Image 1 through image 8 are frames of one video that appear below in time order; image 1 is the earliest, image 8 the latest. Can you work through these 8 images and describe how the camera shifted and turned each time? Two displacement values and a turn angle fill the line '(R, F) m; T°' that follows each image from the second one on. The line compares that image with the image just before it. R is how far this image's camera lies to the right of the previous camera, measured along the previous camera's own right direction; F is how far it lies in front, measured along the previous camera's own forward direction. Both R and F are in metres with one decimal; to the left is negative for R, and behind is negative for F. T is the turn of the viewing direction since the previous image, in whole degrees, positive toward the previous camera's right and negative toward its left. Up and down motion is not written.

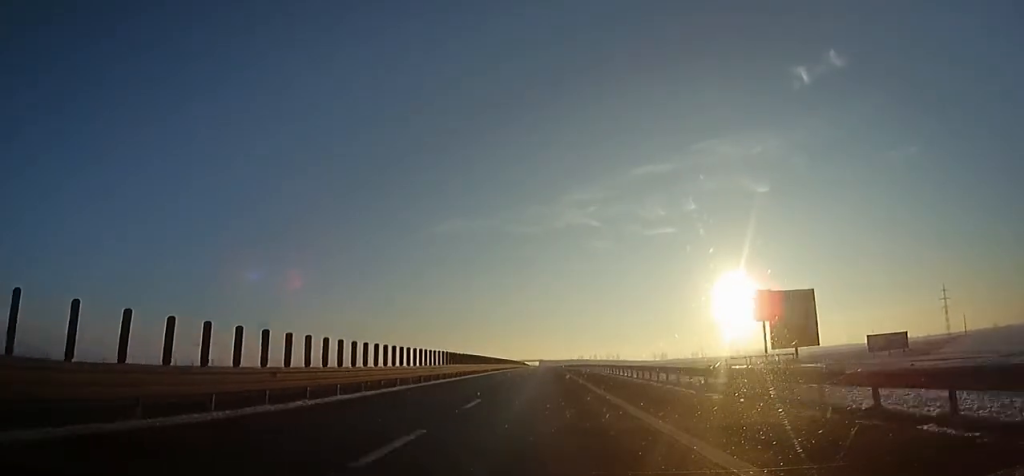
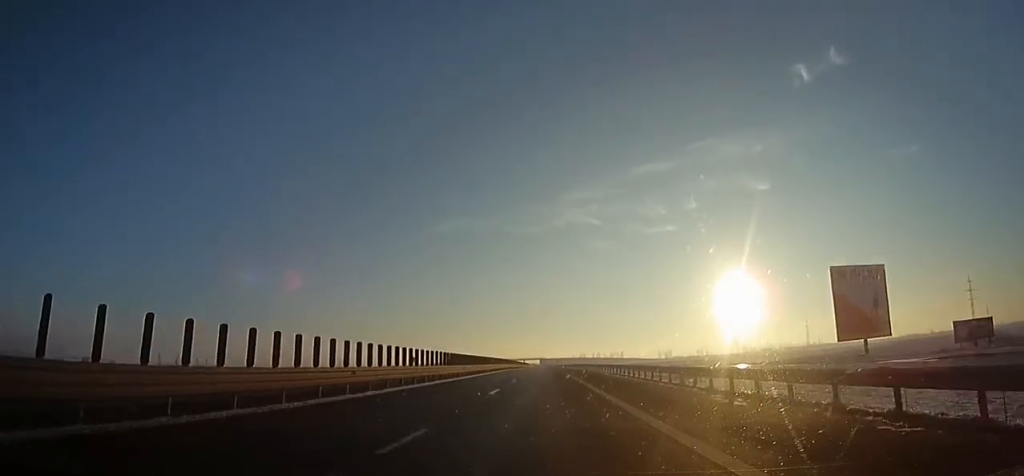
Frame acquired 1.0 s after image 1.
(-0.2, +30.5) m; -1°
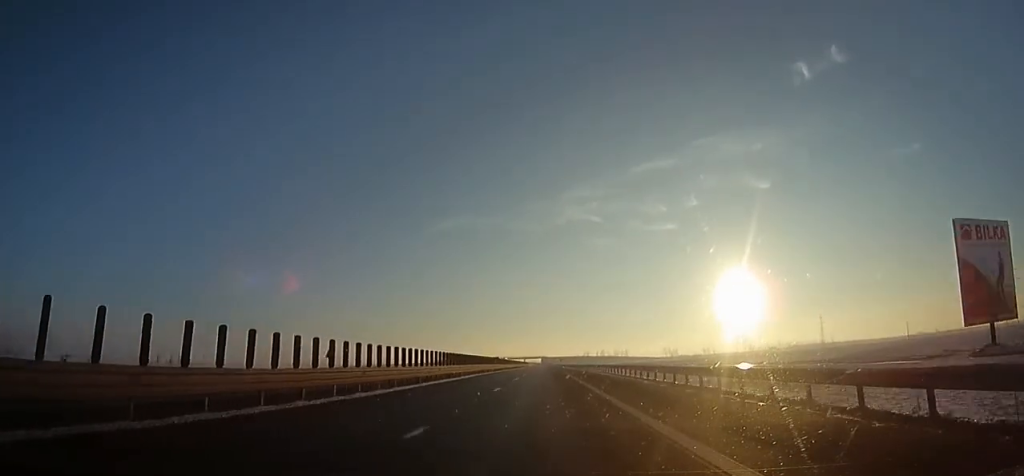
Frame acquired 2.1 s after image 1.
(-0.2, +34.8) m; -1°
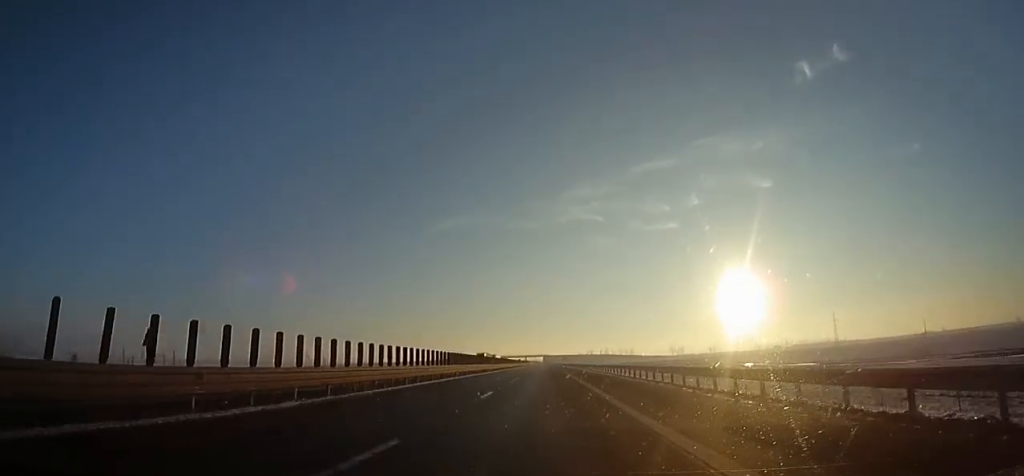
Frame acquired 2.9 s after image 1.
(-0.2, +27.4) m; 0°
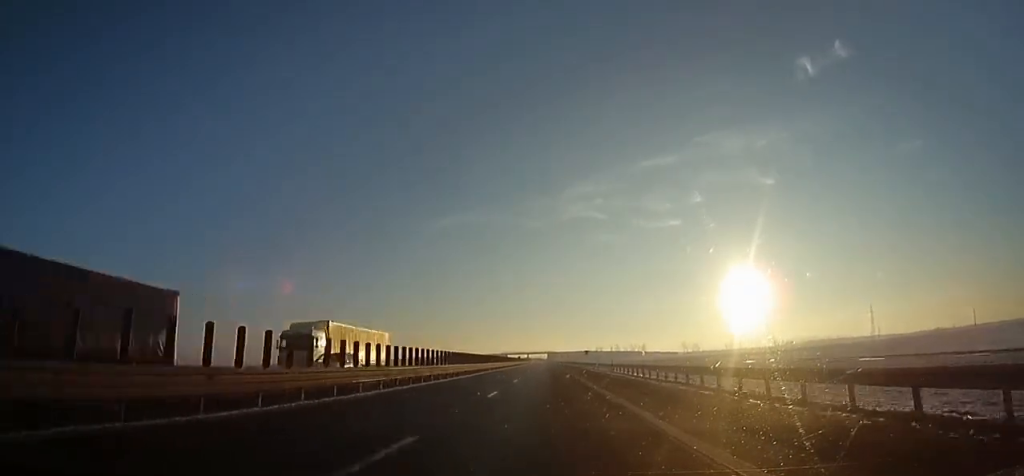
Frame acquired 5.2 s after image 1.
(-0.2, +71.8) m; 0°
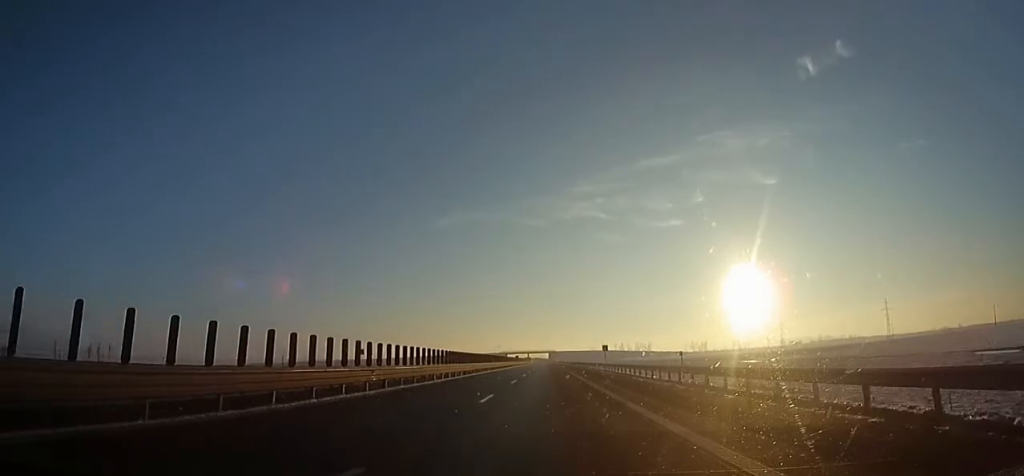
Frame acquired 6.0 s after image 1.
(+0.2, +26.3) m; 0°
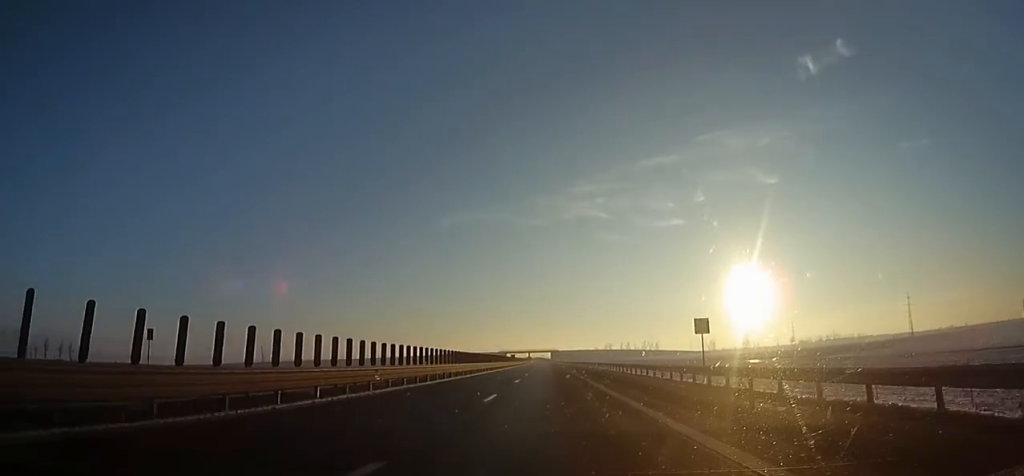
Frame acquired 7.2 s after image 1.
(-0.1, +35.8) m; 0°
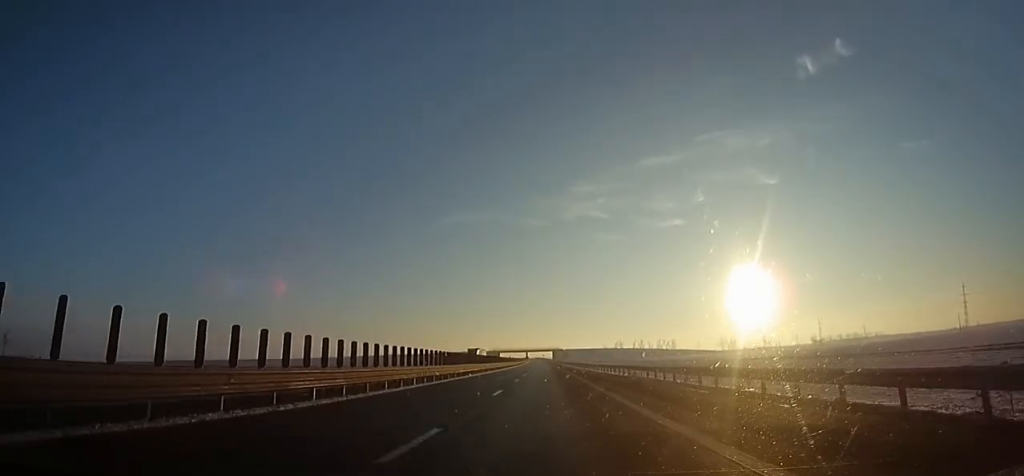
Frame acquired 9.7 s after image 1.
(-0.2, +81.1) m; -1°
